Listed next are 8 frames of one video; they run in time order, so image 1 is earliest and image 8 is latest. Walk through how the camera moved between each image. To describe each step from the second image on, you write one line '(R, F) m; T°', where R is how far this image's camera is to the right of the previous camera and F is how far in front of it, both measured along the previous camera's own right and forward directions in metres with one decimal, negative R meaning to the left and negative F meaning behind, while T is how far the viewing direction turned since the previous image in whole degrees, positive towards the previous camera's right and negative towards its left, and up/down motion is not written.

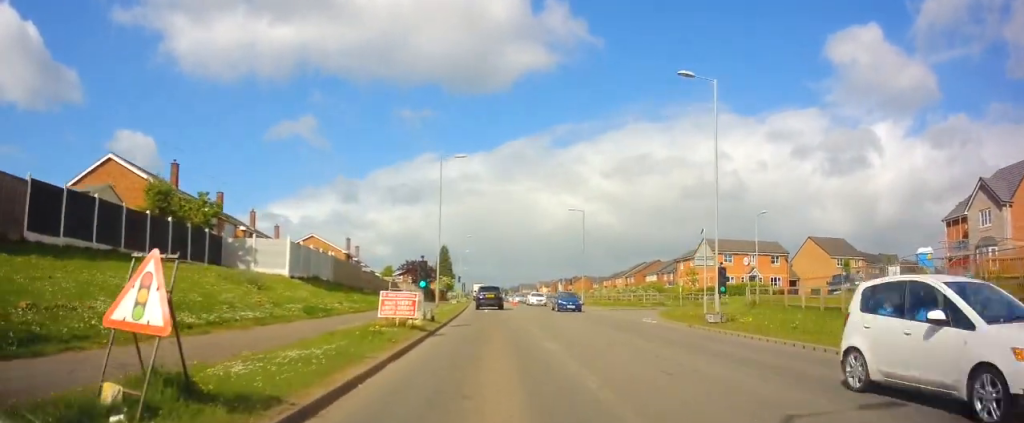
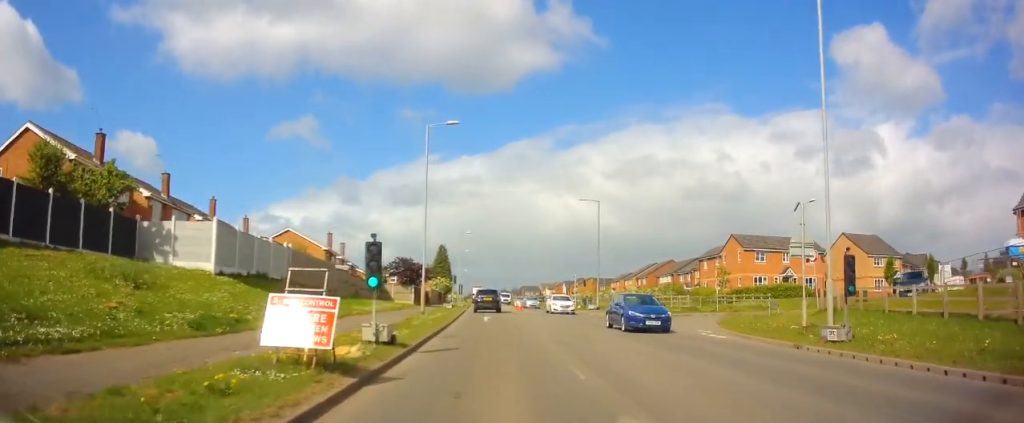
(0.0, +8.1) m; 0°
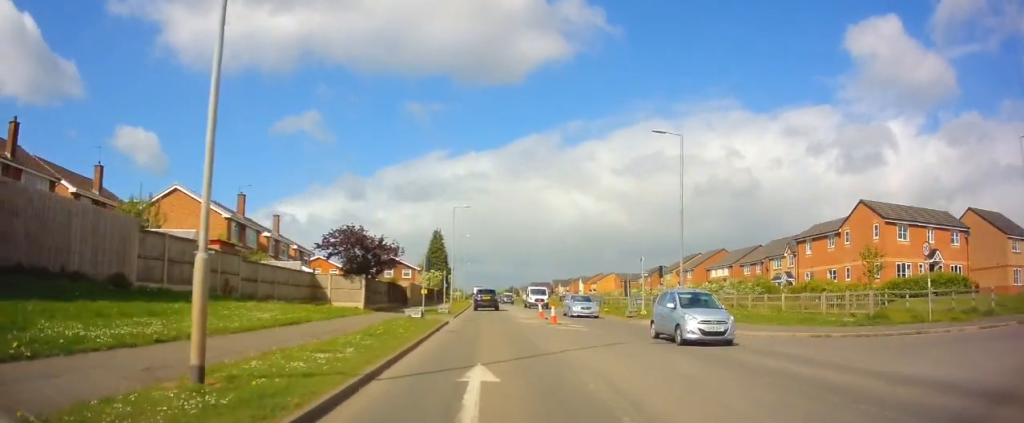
(+0.2, +22.2) m; +1°
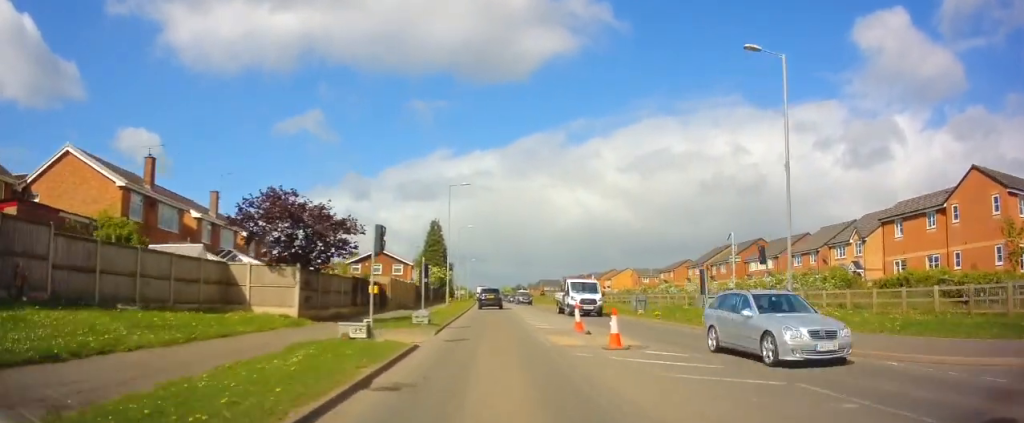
(0.0, +11.3) m; -2°
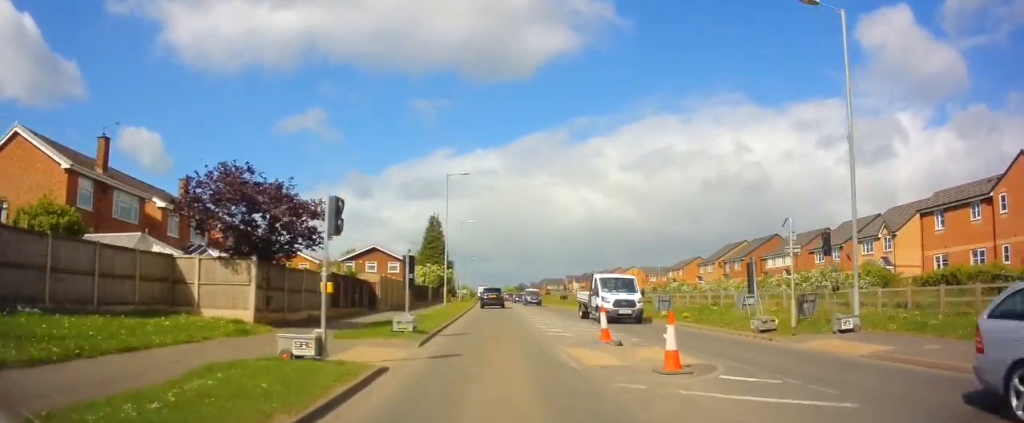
(-0.1, +4.0) m; 0°
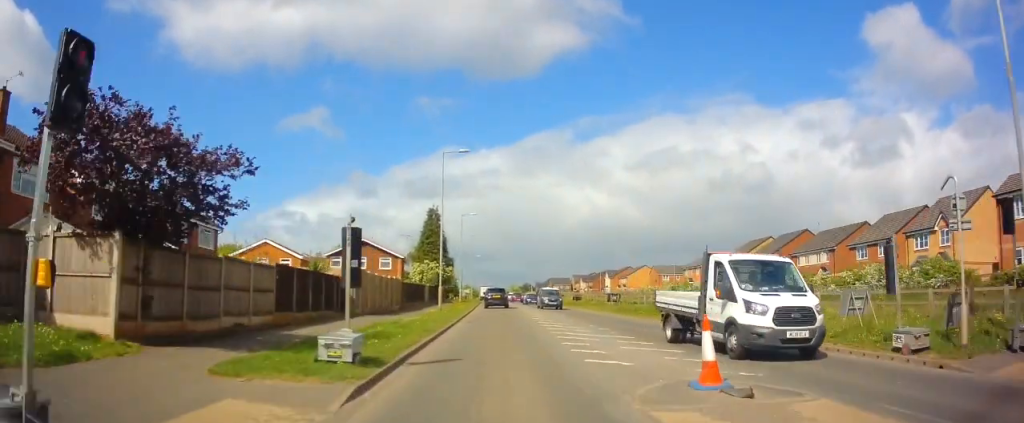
(-0.3, +6.7) m; 0°
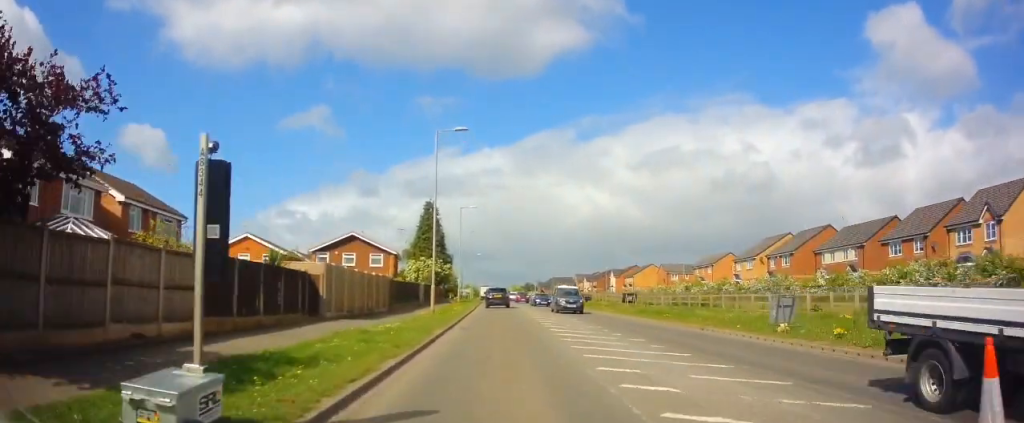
(+0.2, +4.8) m; 0°
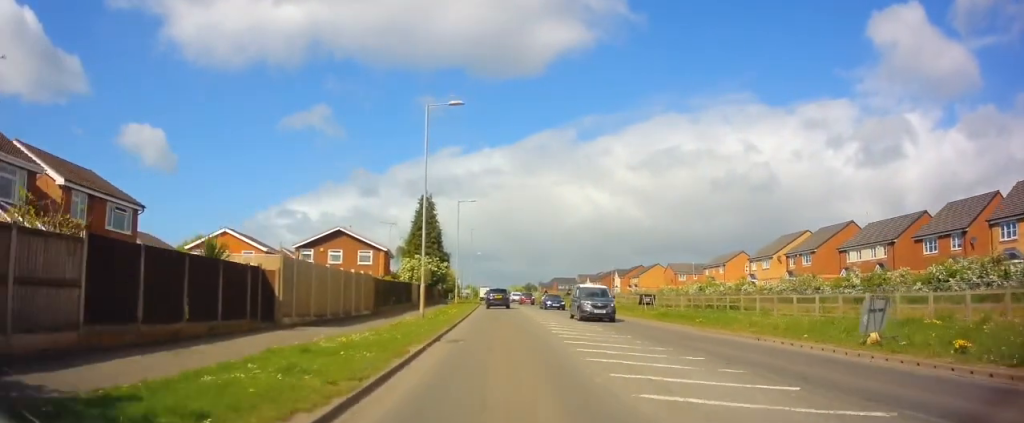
(+0.2, +4.5) m; 0°
